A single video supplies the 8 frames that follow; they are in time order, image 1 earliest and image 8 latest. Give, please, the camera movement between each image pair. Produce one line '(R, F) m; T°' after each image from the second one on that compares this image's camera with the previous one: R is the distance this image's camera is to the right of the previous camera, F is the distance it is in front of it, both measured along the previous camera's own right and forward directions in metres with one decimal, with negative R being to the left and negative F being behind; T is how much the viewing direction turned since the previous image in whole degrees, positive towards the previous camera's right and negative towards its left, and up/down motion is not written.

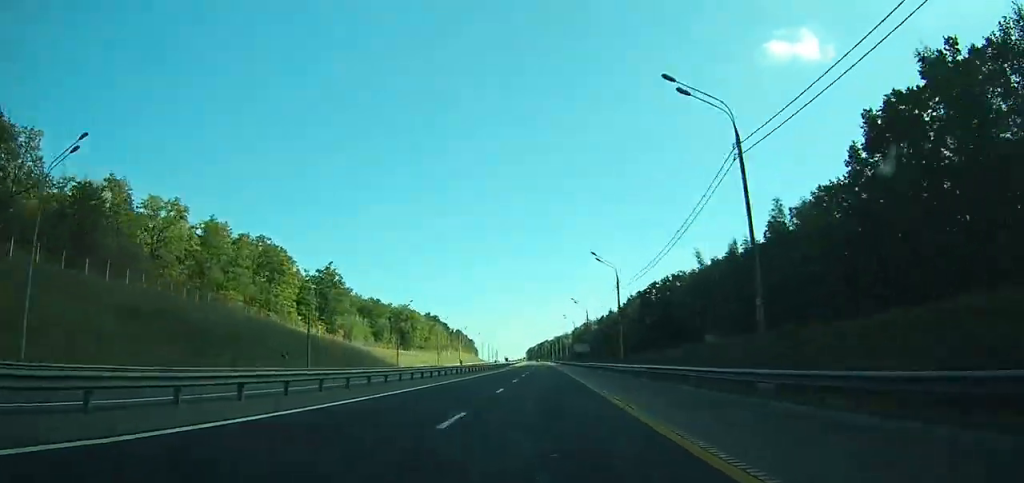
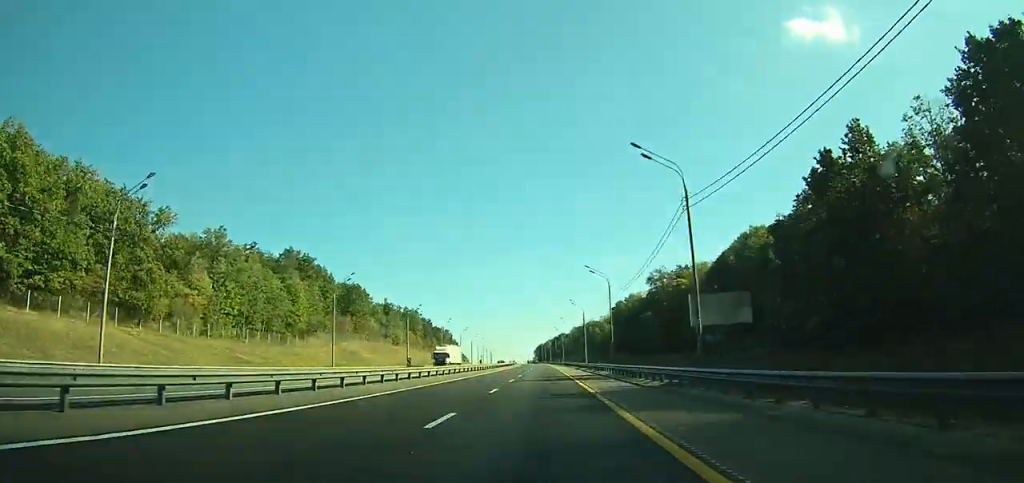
(-2.4, +167.3) m; -3°
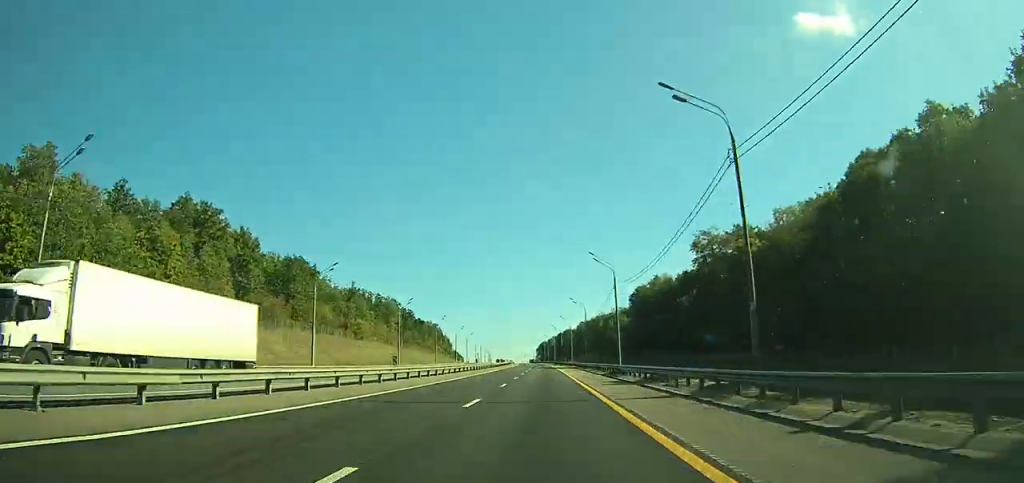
(-5.3, +42.2) m; 0°
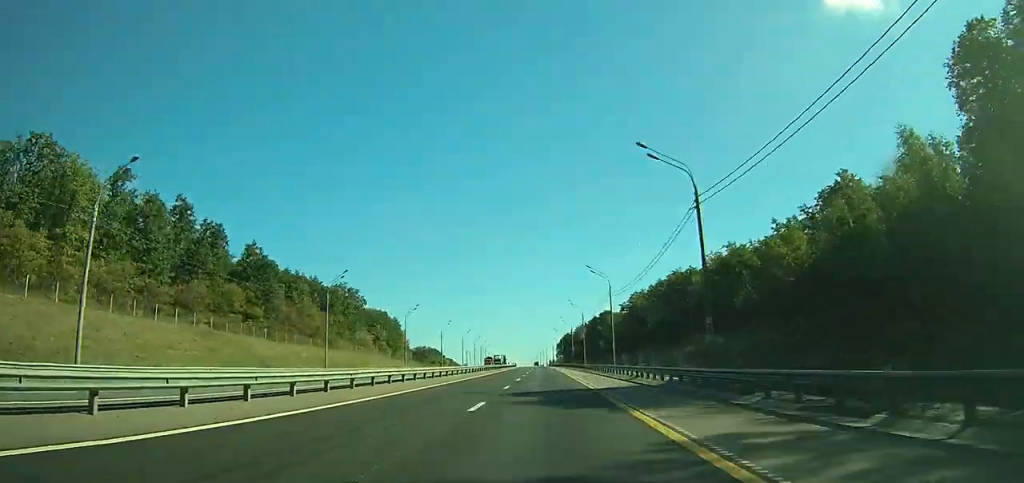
(+1.0, +137.2) m; -6°
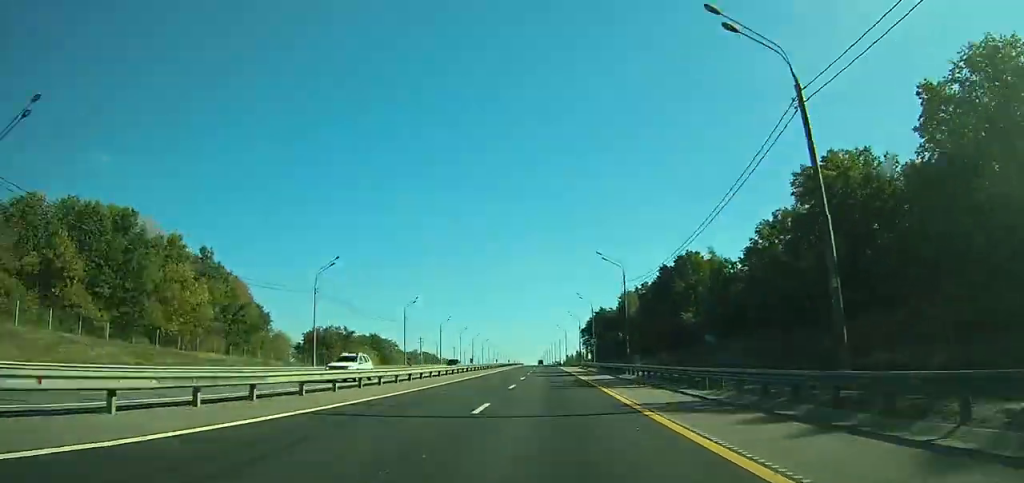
(-7.6, +128.4) m; -1°
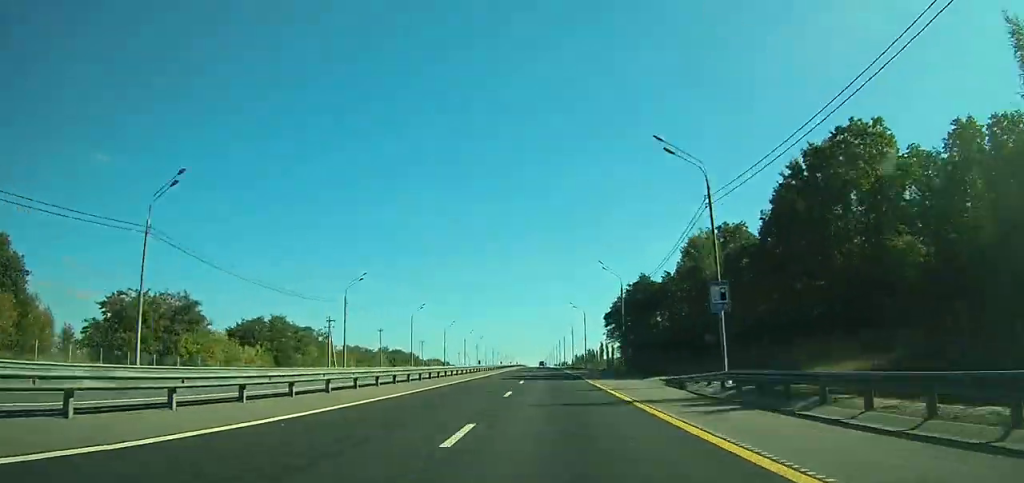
(+1.2, +69.6) m; +1°
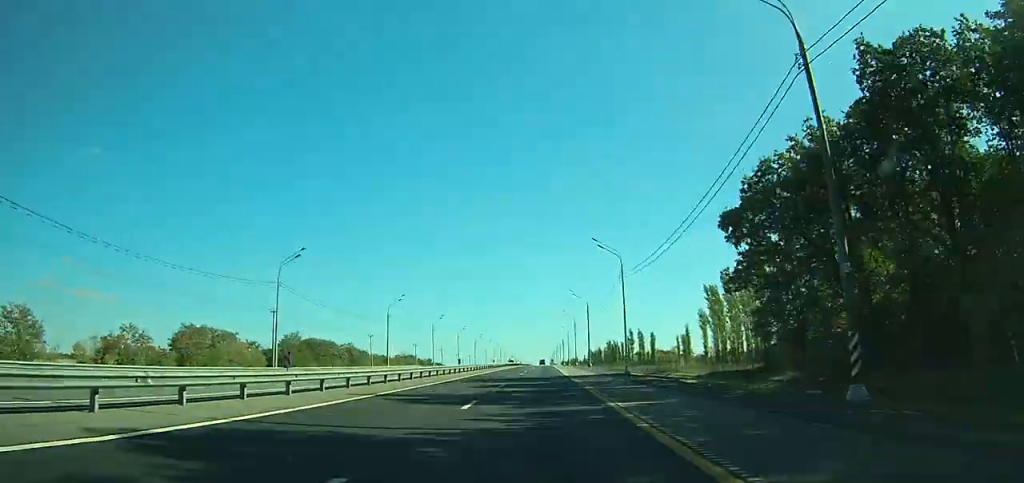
(+0.4, +94.6) m; 0°
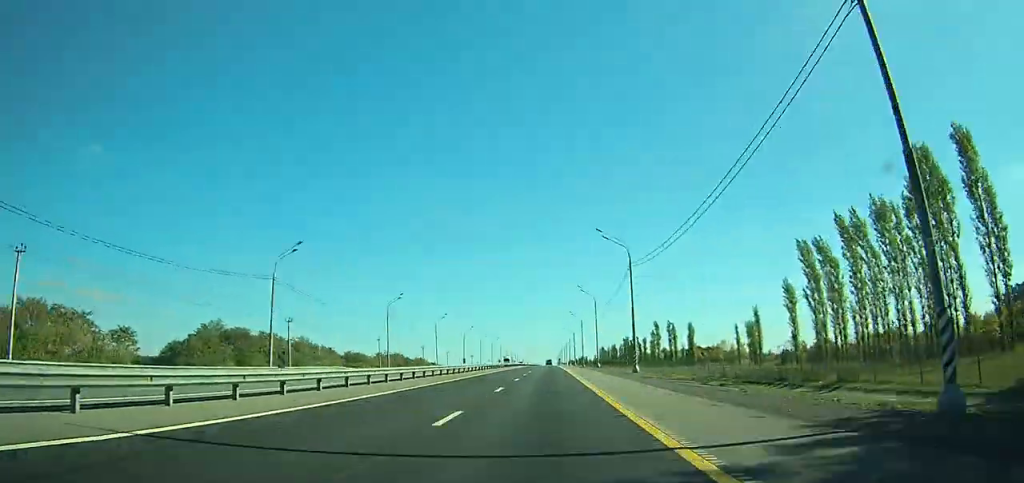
(-0.2, +41.5) m; 0°
